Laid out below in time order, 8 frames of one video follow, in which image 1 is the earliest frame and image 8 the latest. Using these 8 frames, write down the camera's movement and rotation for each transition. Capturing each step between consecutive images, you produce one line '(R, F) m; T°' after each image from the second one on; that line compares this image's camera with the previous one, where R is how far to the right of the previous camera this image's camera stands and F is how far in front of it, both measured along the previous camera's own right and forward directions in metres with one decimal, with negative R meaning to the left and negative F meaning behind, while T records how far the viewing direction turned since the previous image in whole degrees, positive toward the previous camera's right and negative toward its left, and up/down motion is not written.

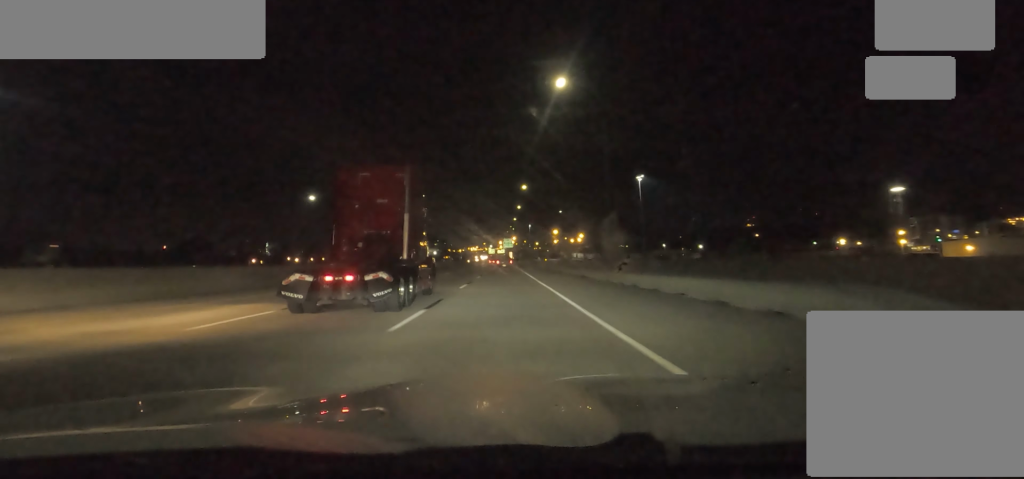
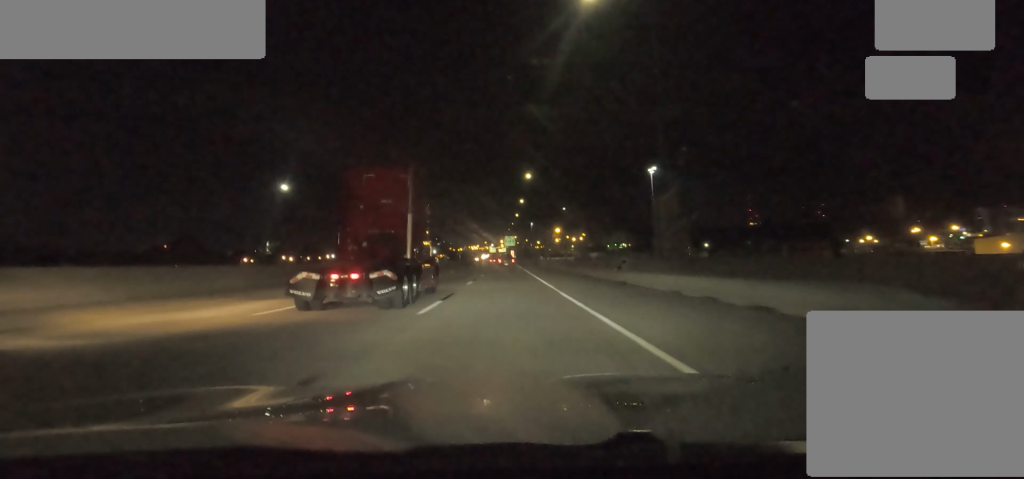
(-0.1, +11.3) m; +2°
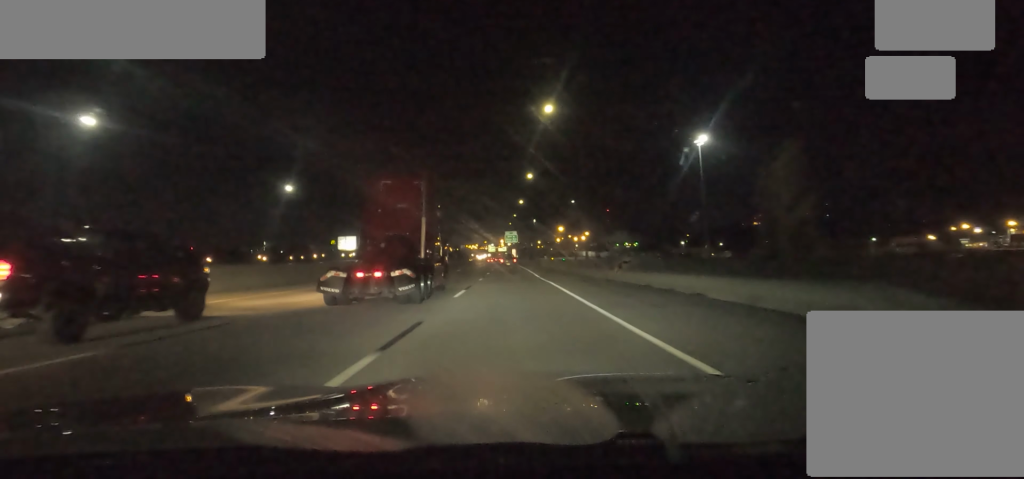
(+1.1, +35.8) m; 0°
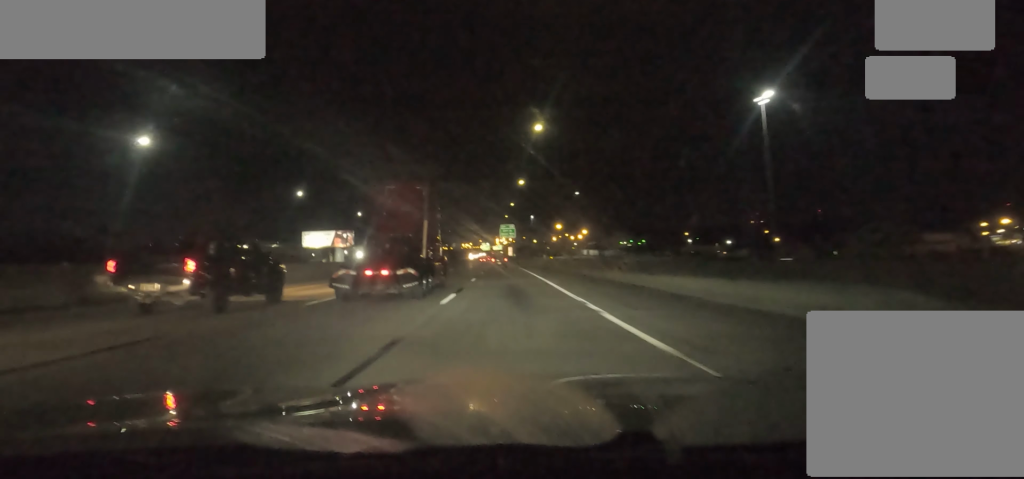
(-1.0, +29.2) m; 0°
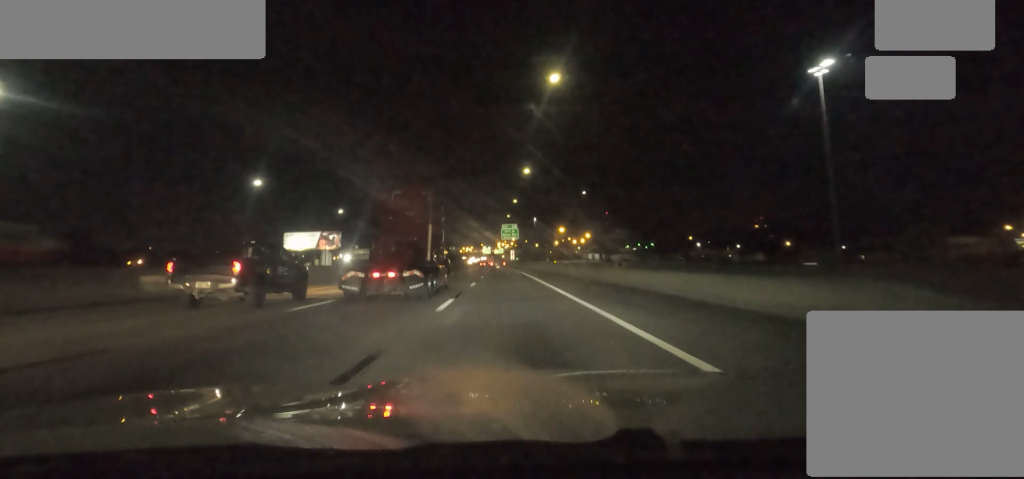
(+0.3, +14.5) m; +1°
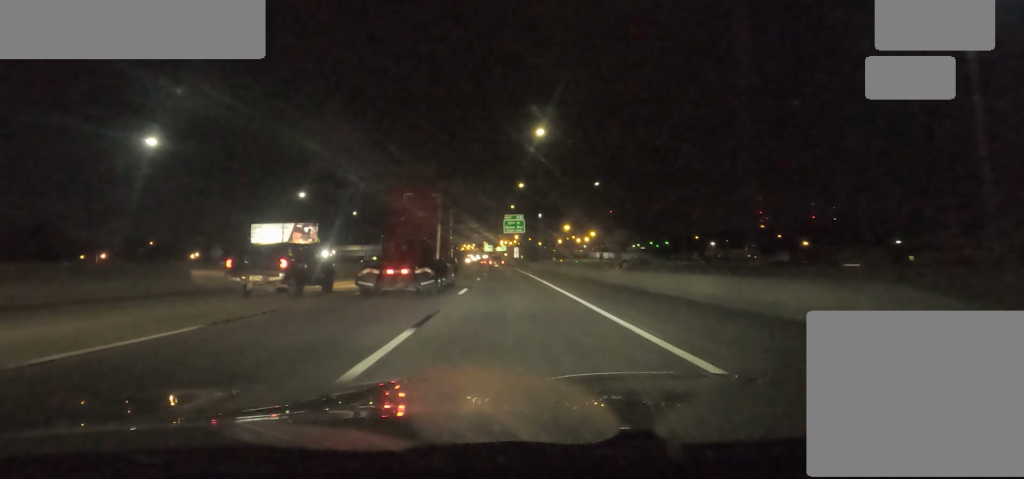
(+0.4, +21.1) m; -1°
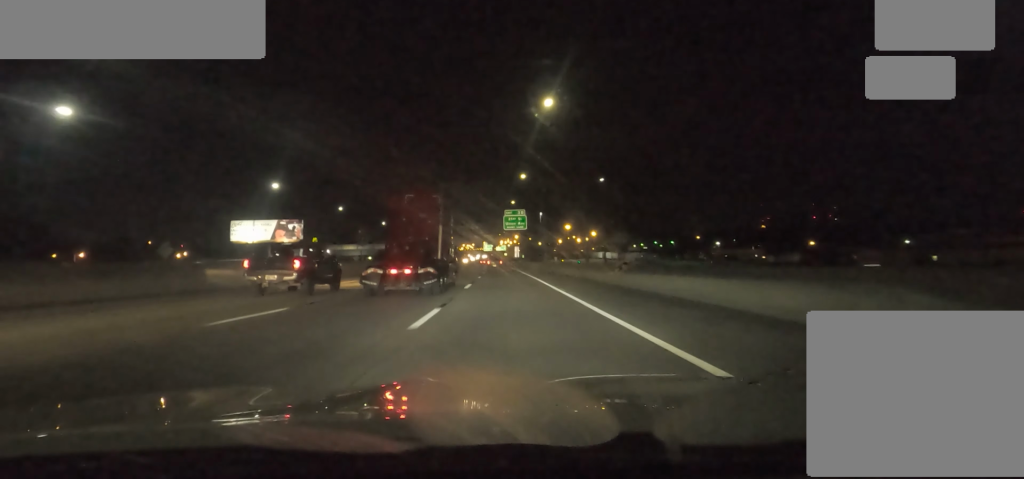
(-0.4, +9.5) m; -1°
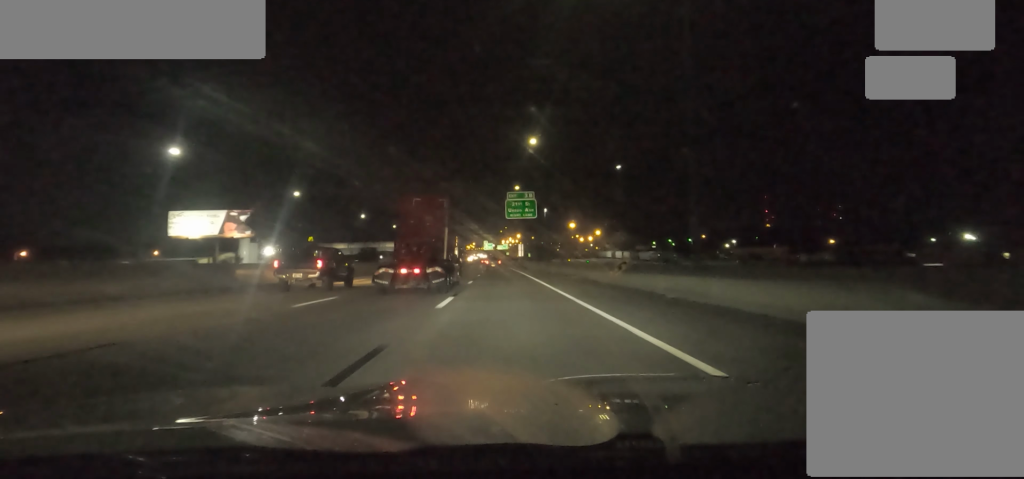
(-0.3, +22.8) m; -1°
